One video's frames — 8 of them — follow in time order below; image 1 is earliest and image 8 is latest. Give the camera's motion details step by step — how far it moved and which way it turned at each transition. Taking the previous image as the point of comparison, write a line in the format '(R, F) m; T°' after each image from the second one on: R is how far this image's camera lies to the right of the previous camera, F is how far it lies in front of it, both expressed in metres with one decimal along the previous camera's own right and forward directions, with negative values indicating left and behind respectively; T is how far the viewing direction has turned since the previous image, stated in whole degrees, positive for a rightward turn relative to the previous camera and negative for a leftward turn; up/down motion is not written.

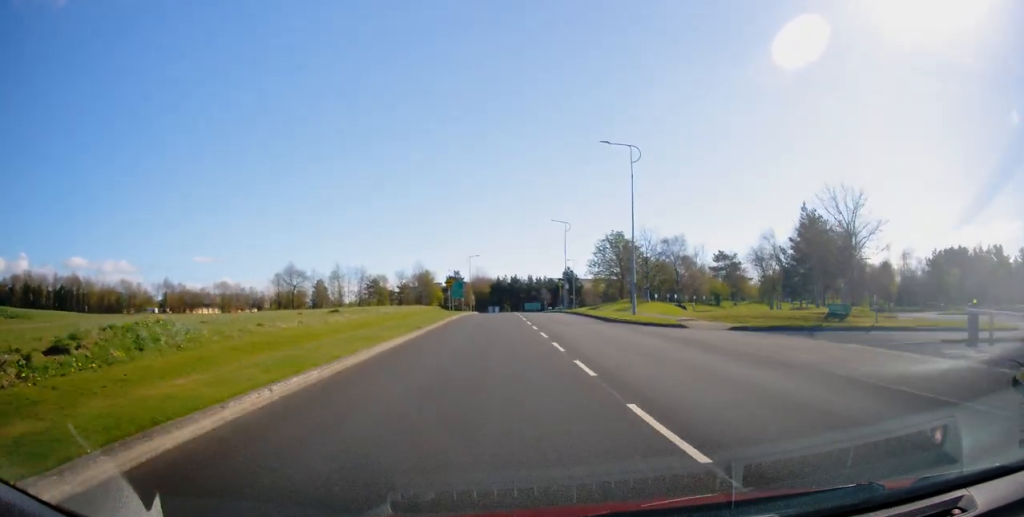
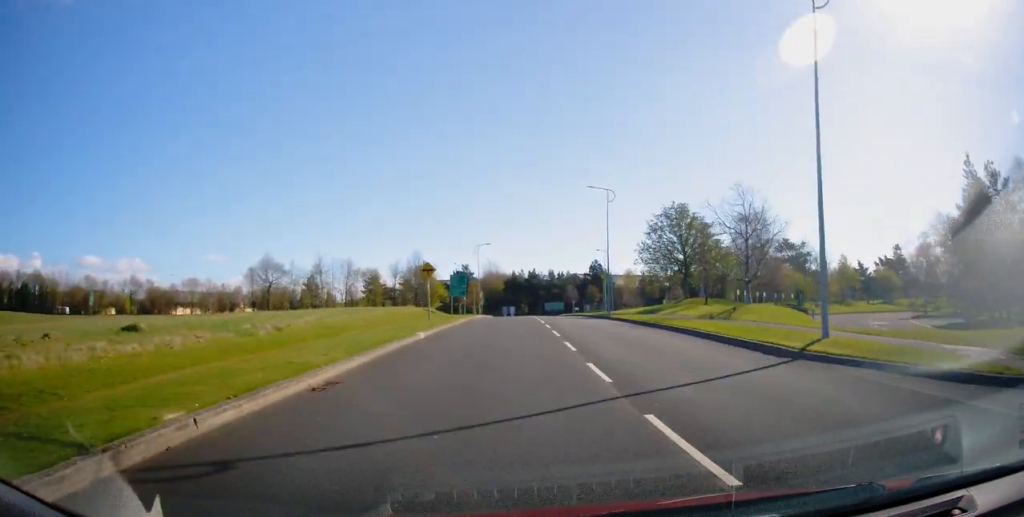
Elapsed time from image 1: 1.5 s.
(0.0, +20.4) m; -4°
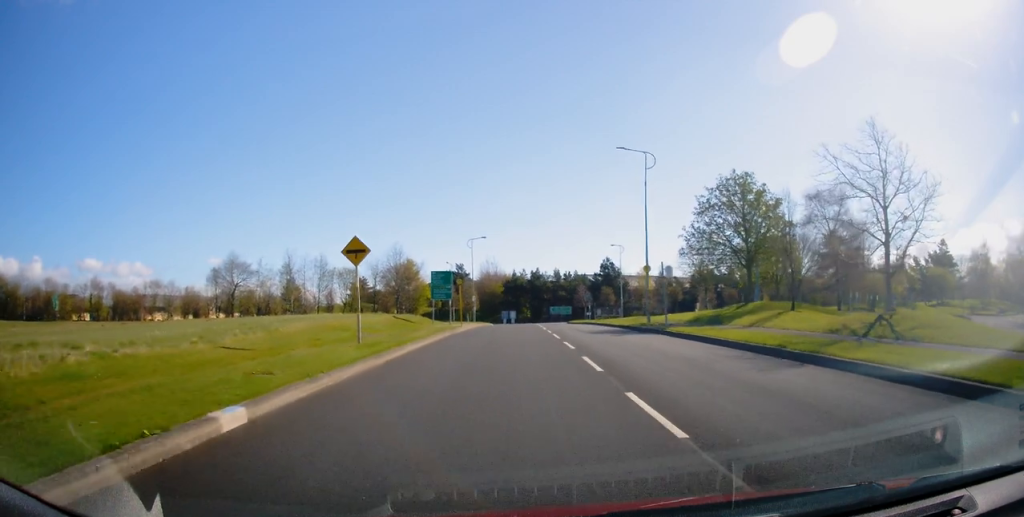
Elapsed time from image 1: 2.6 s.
(-0.6, +13.8) m; -1°
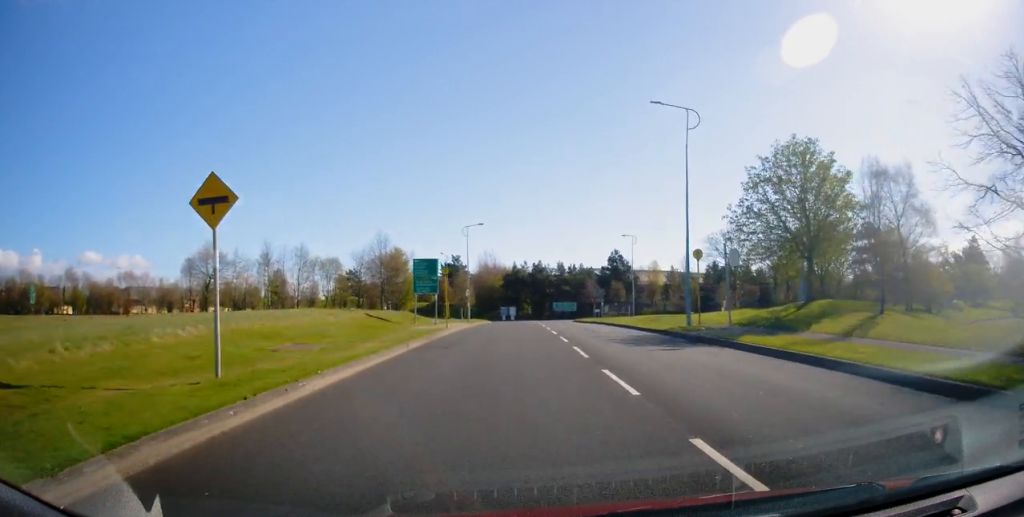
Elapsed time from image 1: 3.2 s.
(+0.1, +8.0) m; +1°
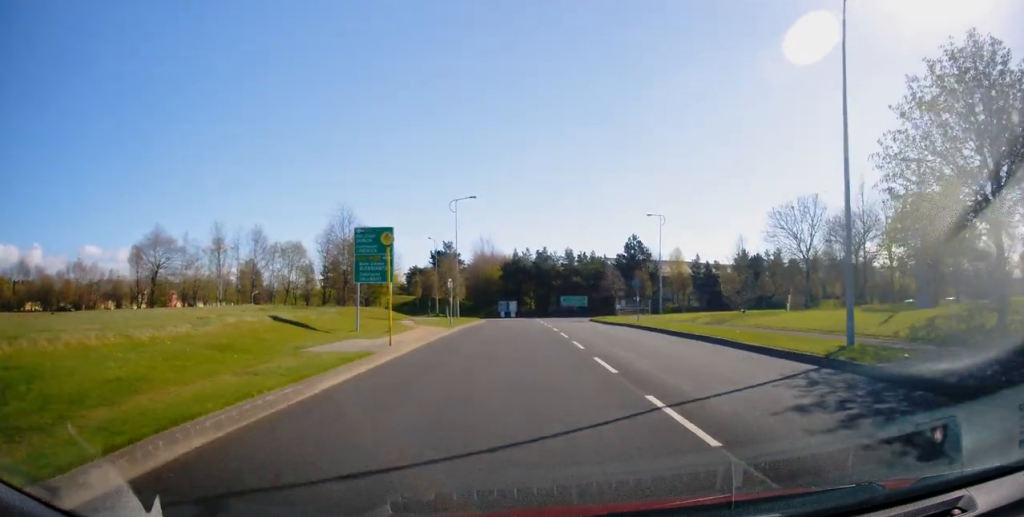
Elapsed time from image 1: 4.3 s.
(+0.3, +13.7) m; +1°
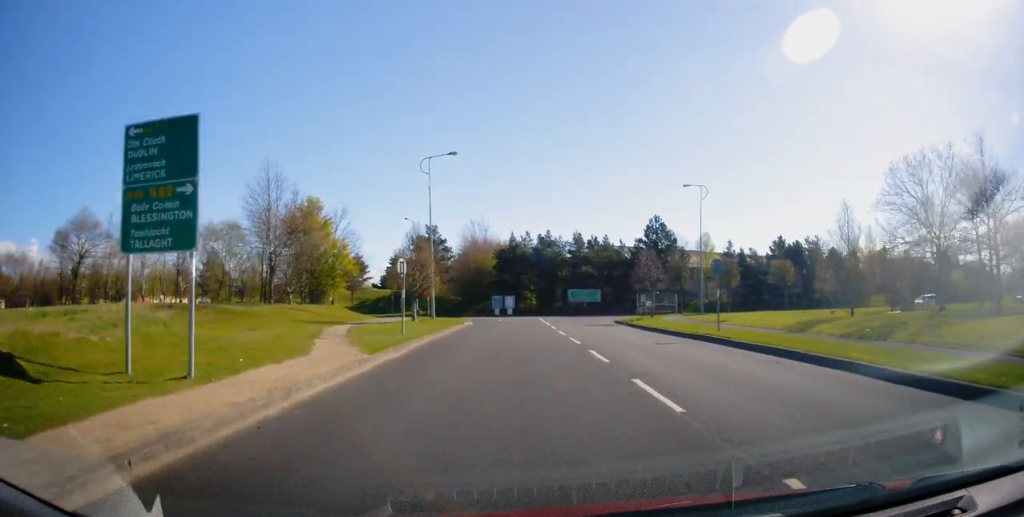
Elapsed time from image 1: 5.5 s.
(0.0, +14.3) m; 0°
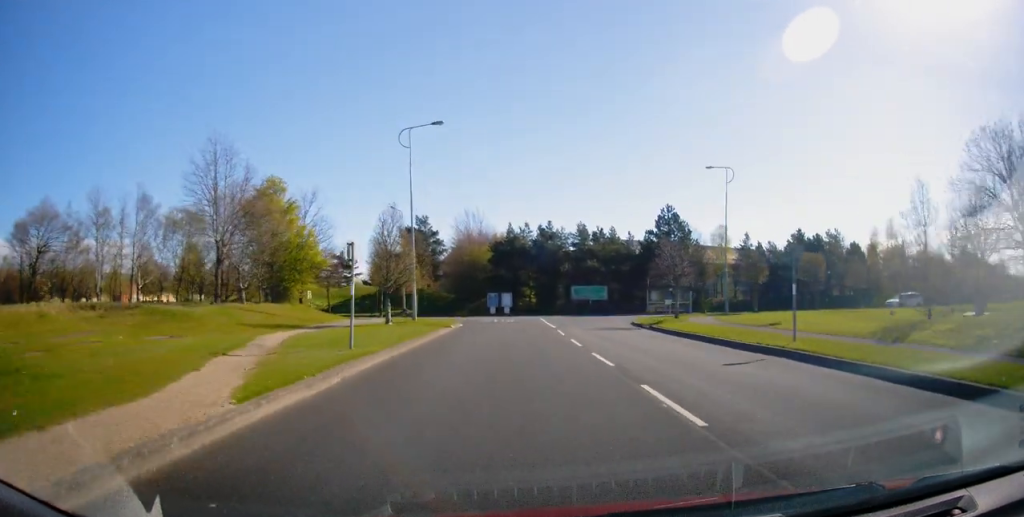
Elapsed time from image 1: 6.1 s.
(0.0, +6.1) m; +1°
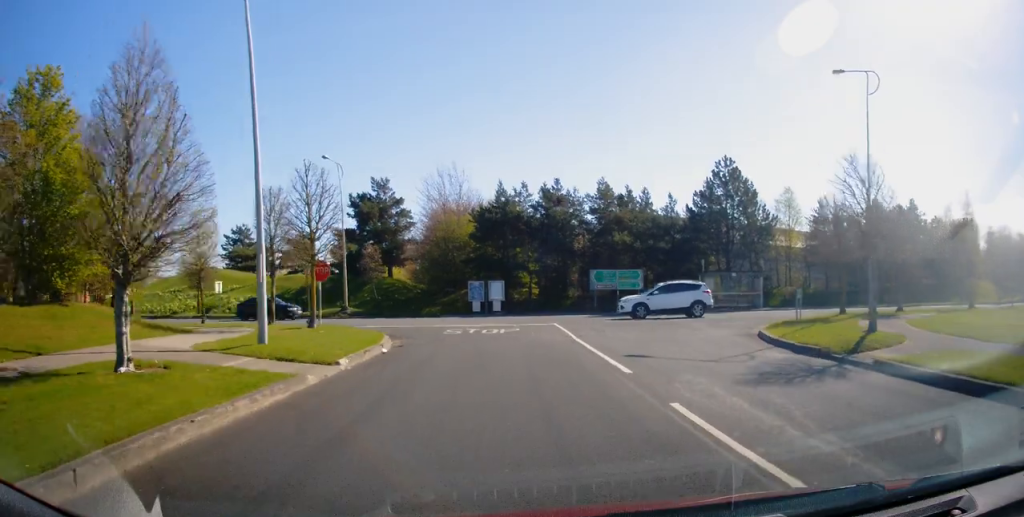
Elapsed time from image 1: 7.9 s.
(+0.6, +18.4) m; +1°
